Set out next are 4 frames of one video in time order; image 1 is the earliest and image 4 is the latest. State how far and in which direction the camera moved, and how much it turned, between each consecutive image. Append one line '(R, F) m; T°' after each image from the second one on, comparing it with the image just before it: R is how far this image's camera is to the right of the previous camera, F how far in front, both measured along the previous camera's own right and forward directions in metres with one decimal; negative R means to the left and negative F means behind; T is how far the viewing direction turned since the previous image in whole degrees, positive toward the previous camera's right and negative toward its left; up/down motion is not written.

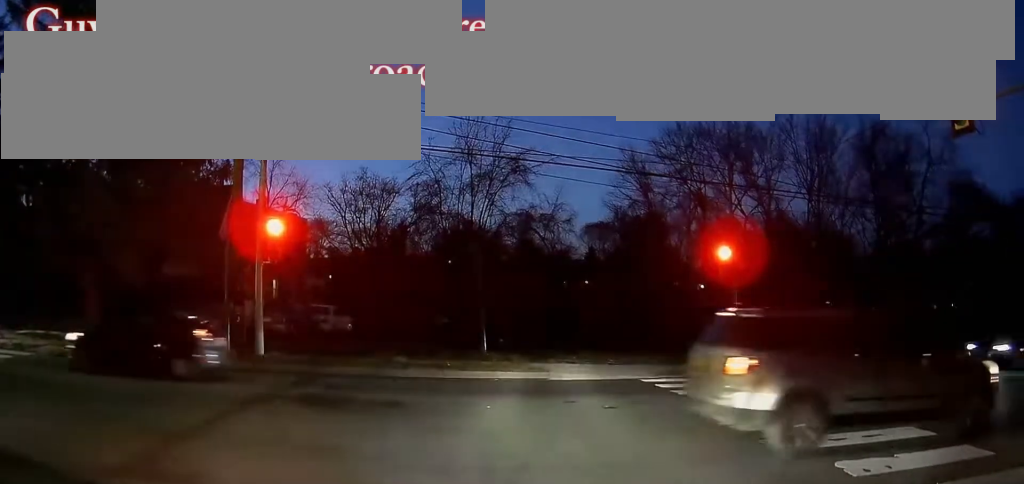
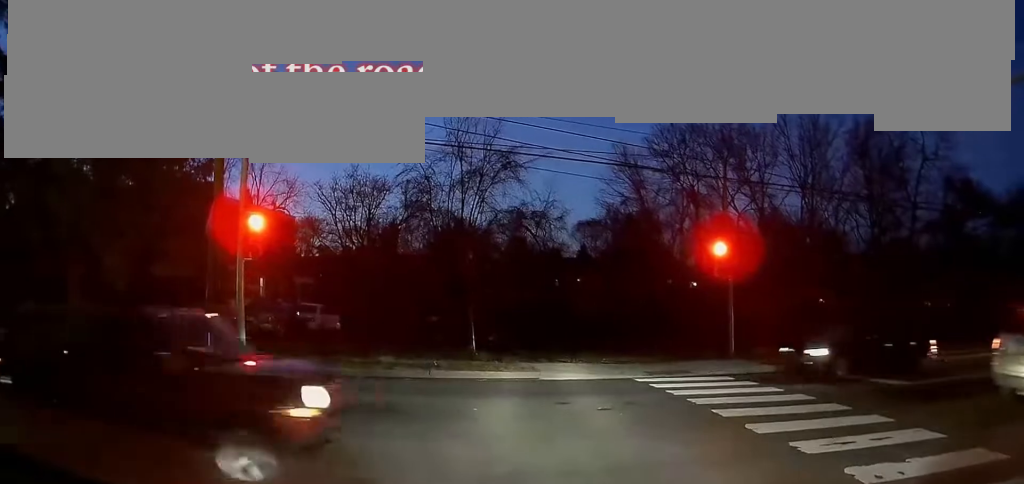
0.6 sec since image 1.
(0.0, 0.0) m; 0°
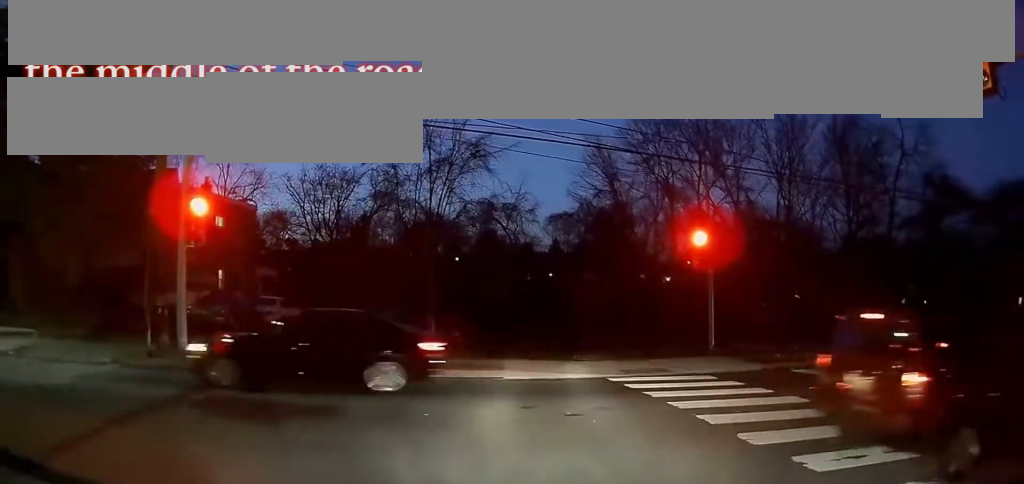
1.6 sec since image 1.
(0.0, 0.0) m; 0°
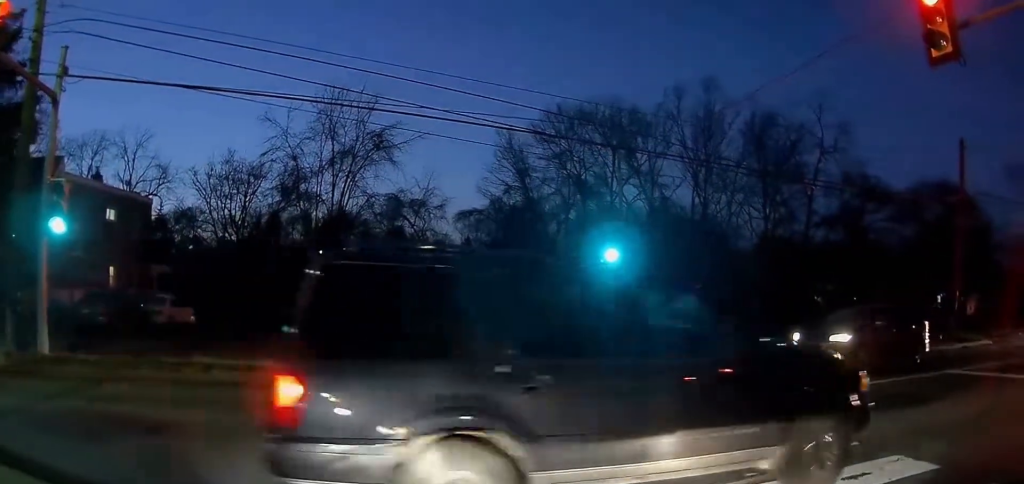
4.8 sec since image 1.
(-0.1, +1.5) m; 0°
